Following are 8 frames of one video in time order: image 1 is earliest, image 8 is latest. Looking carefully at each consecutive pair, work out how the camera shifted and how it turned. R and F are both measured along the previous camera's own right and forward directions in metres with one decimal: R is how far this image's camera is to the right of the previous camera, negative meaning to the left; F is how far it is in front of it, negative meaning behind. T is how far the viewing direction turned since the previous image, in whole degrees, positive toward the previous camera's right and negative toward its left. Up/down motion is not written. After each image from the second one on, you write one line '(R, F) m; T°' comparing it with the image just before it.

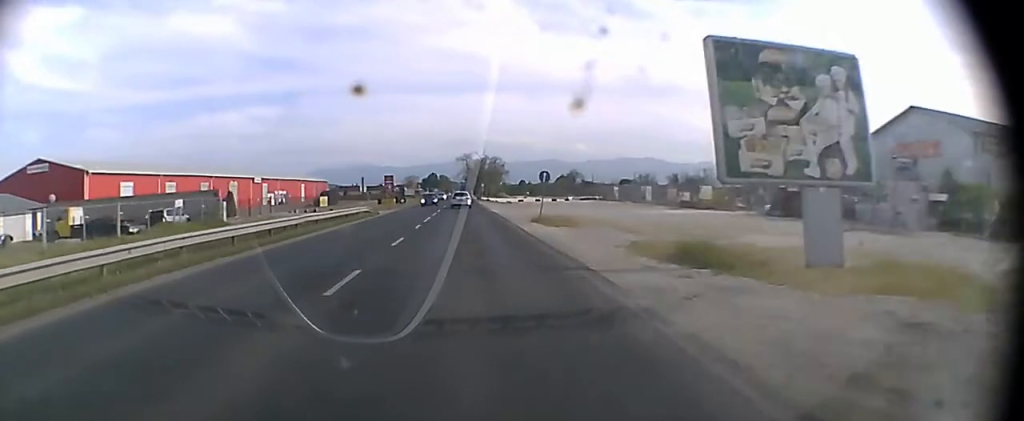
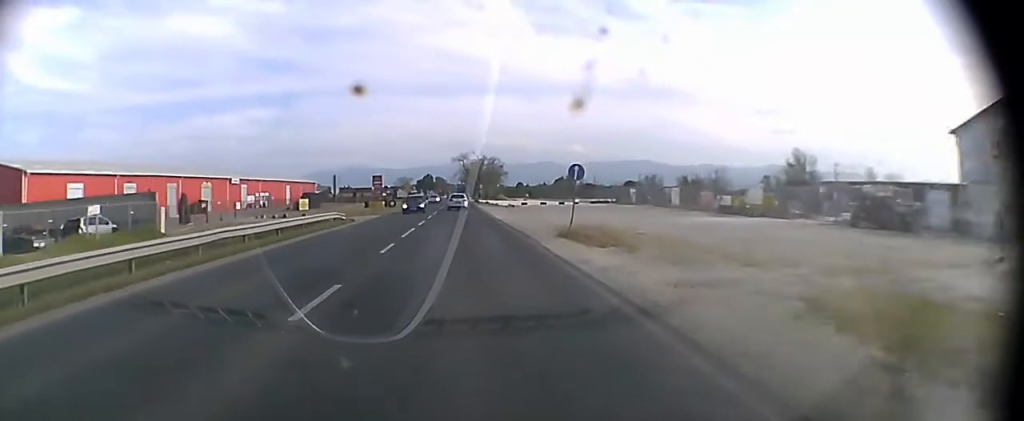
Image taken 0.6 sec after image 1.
(0.0, +10.6) m; 0°
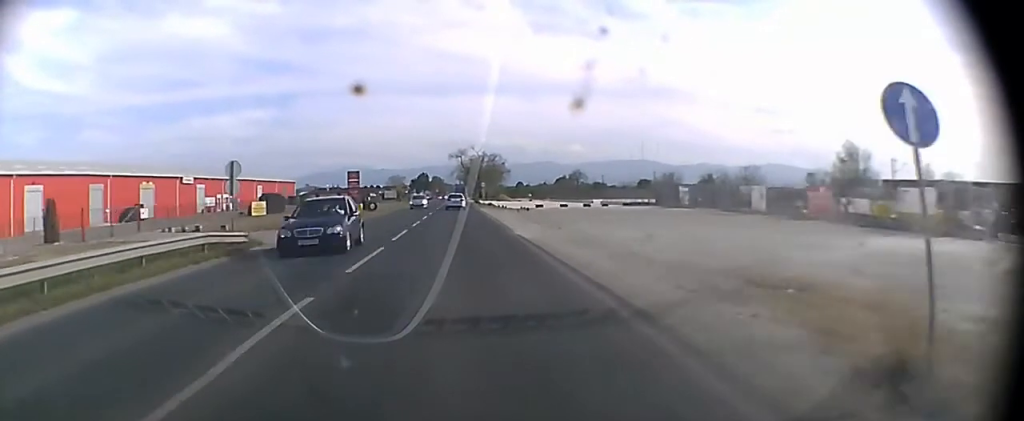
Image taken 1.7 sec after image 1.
(0.0, +19.2) m; 0°
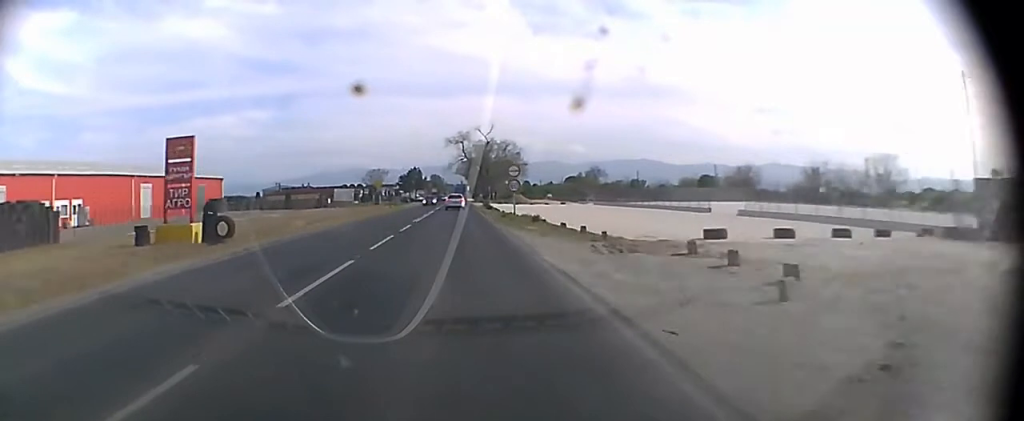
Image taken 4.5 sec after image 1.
(+0.1, +48.1) m; 0°
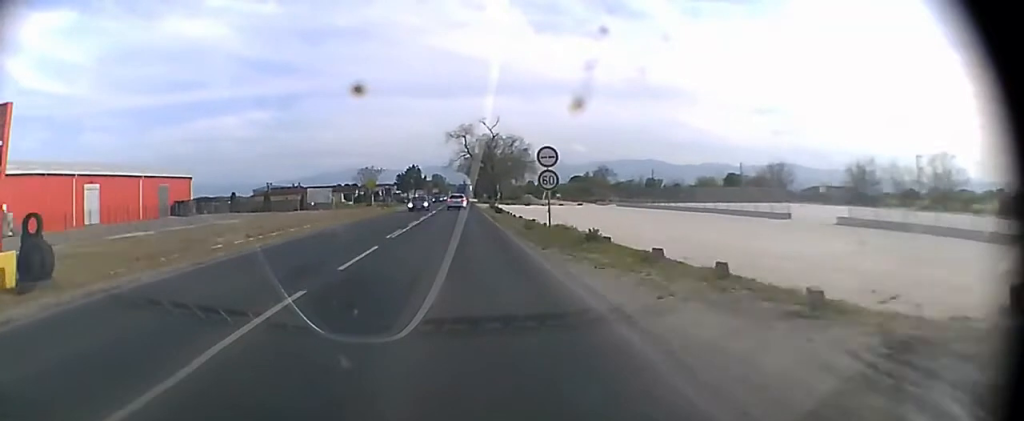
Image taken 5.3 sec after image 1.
(0.0, +13.6) m; 0°
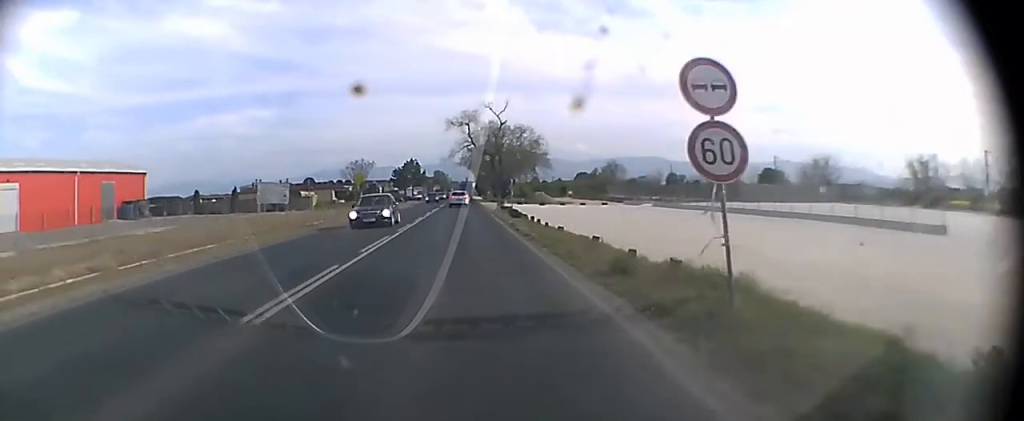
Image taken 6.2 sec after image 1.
(0.0, +15.1) m; 0°
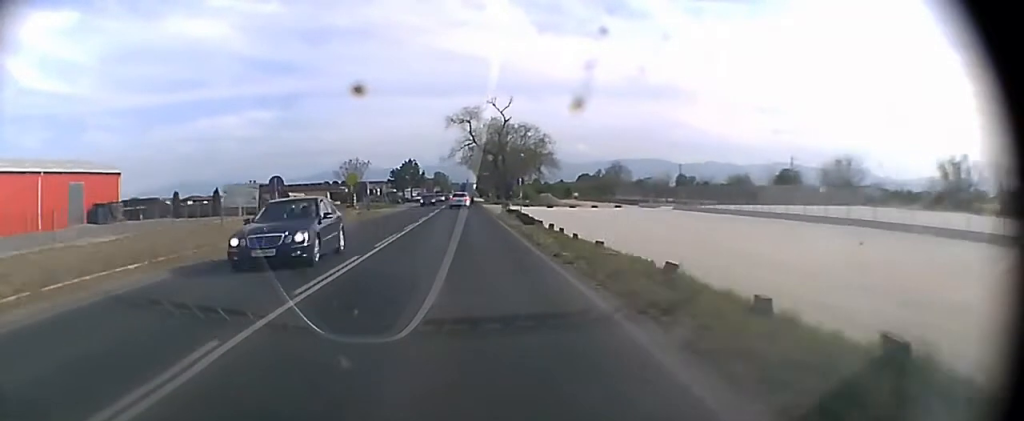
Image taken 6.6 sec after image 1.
(0.0, +6.7) m; 0°
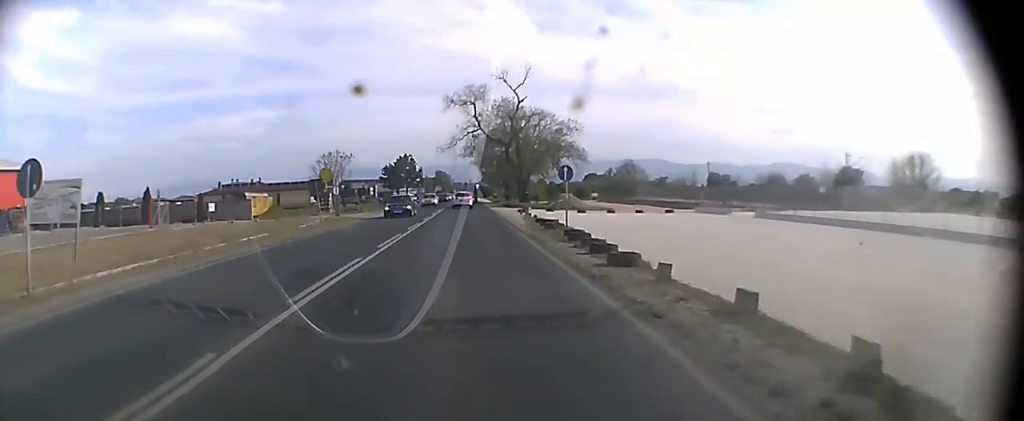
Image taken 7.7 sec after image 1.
(-0.1, +18.3) m; 0°
